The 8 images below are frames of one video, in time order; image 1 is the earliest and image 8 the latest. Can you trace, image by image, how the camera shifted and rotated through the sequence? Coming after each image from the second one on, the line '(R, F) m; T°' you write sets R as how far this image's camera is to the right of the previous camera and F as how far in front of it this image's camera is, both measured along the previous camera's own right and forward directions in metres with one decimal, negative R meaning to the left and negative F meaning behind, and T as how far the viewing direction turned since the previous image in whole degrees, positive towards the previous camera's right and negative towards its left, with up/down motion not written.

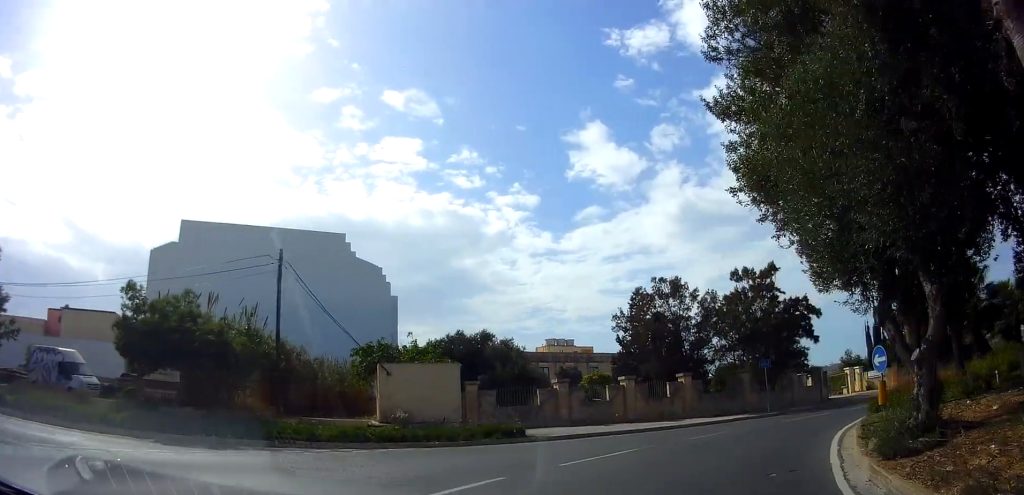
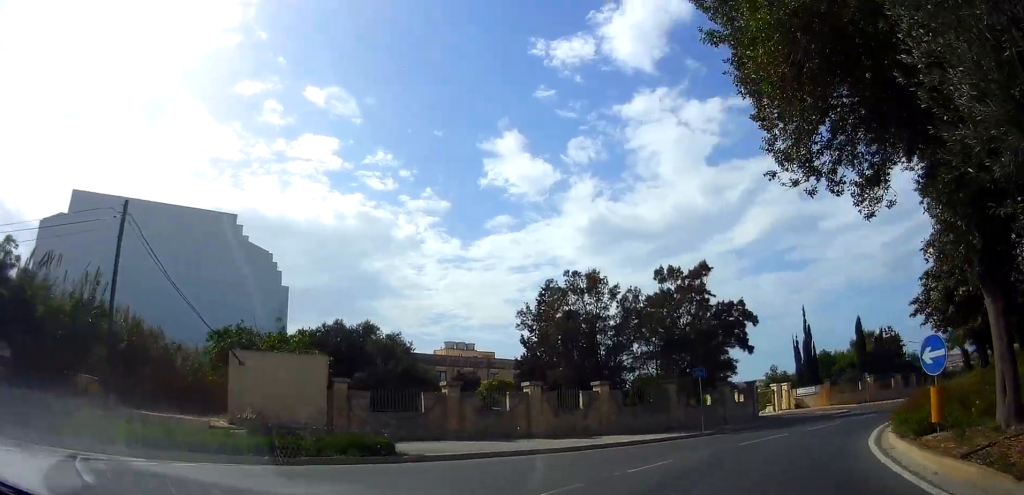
(-0.6, +4.7) m; +6°
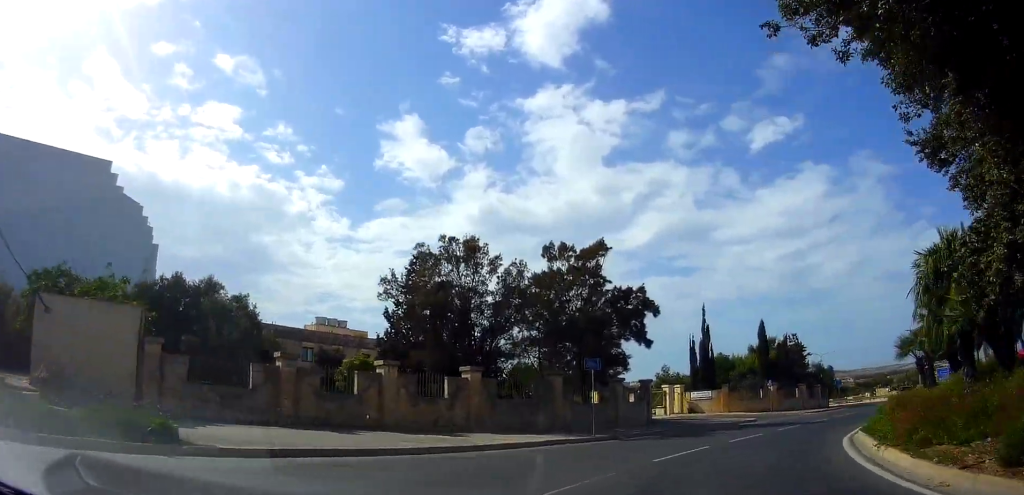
(+0.9, +4.3) m; +14°
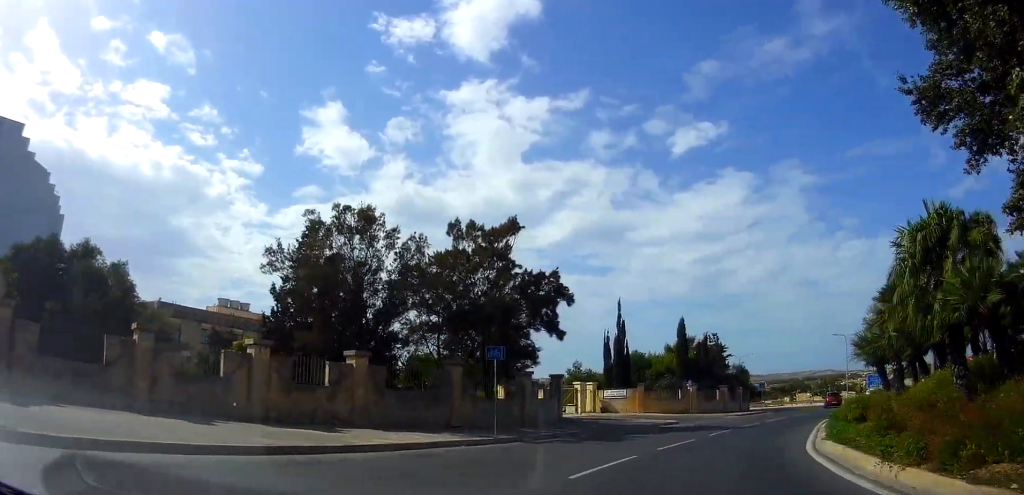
(+0.2, +3.0) m; +8°
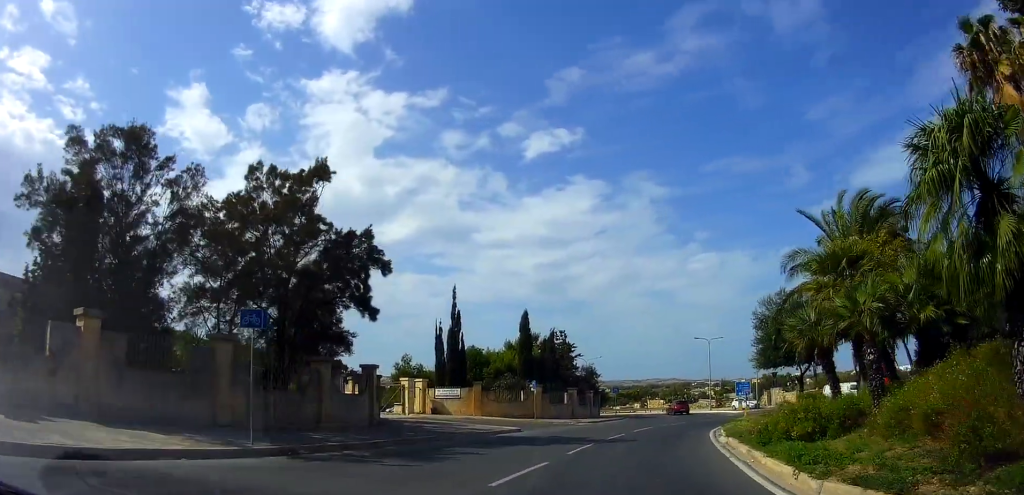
(+0.8, +6.3) m; +9°
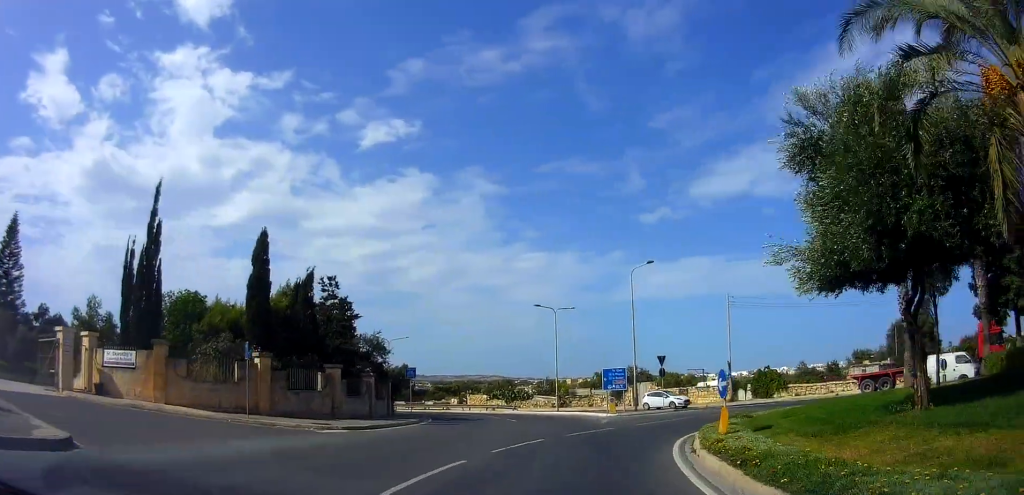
(+4.9, +16.9) m; +25°
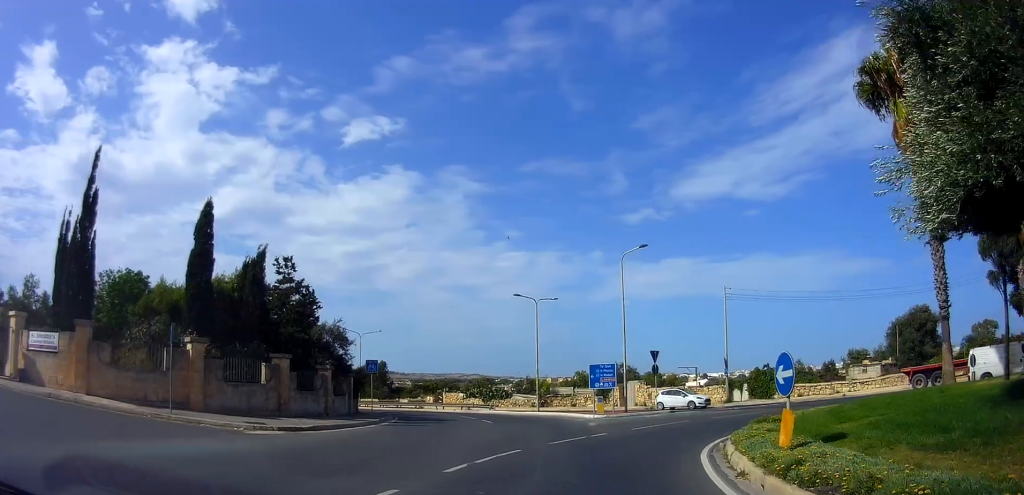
(-0.3, +3.8) m; +1°
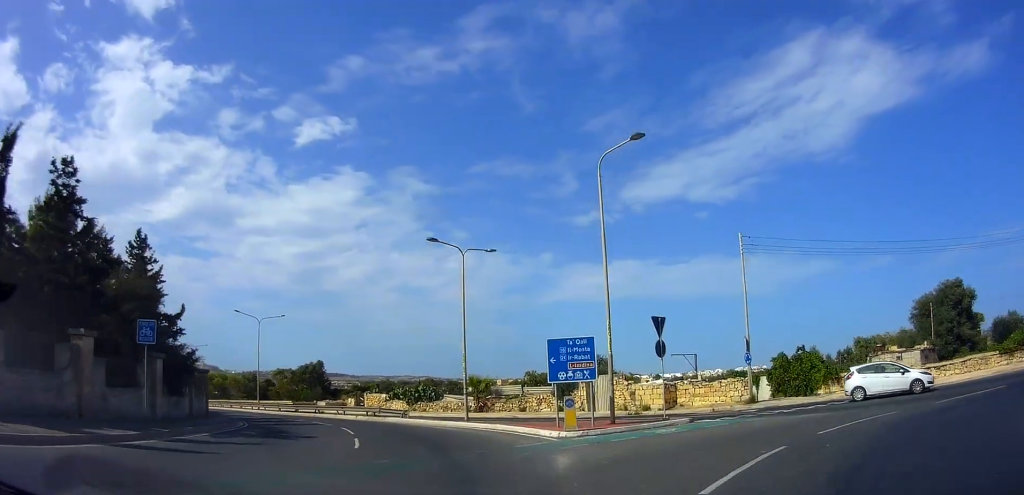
(+0.9, +13.7) m; +4°
